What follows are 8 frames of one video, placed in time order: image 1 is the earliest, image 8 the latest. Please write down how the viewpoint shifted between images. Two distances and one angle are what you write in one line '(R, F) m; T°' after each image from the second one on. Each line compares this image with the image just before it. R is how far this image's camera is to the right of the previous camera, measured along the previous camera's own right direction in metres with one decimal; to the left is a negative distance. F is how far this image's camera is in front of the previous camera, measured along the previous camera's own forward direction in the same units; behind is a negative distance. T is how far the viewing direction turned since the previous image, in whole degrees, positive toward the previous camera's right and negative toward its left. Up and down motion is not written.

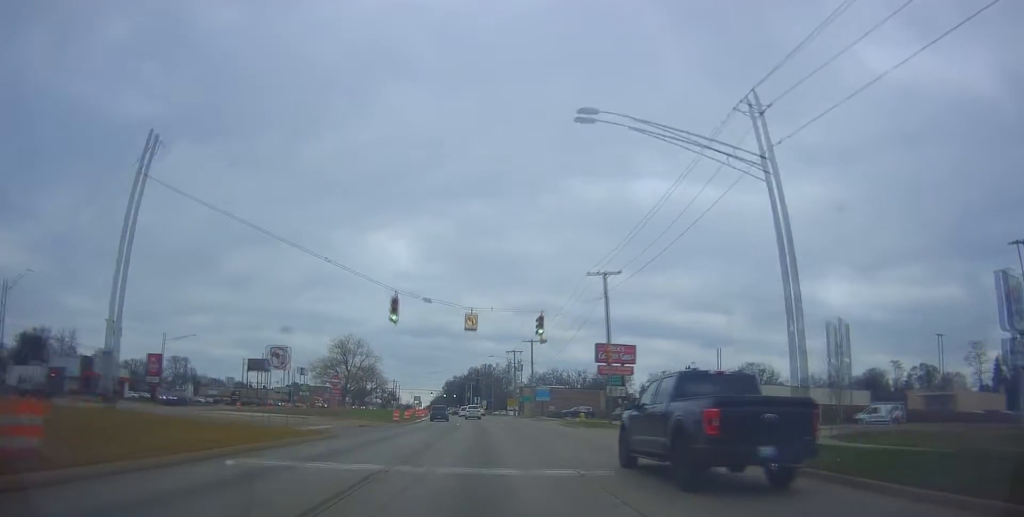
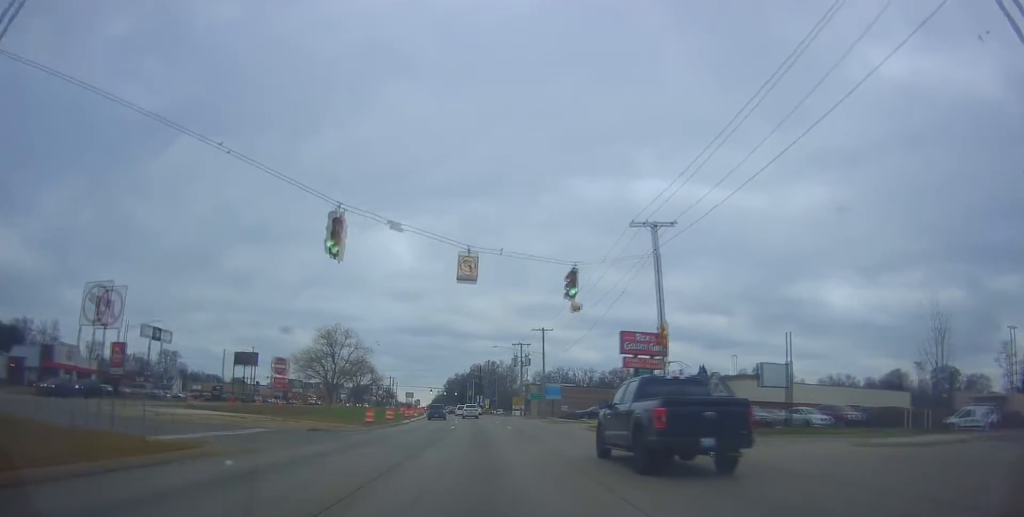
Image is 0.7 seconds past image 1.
(-0.1, +11.7) m; -2°
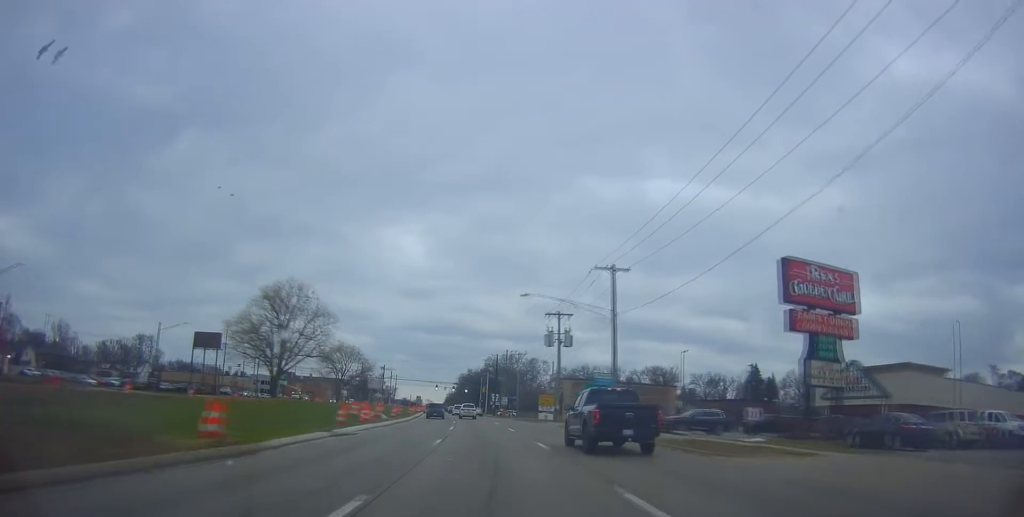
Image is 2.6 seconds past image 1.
(-0.9, +31.4) m; -1°
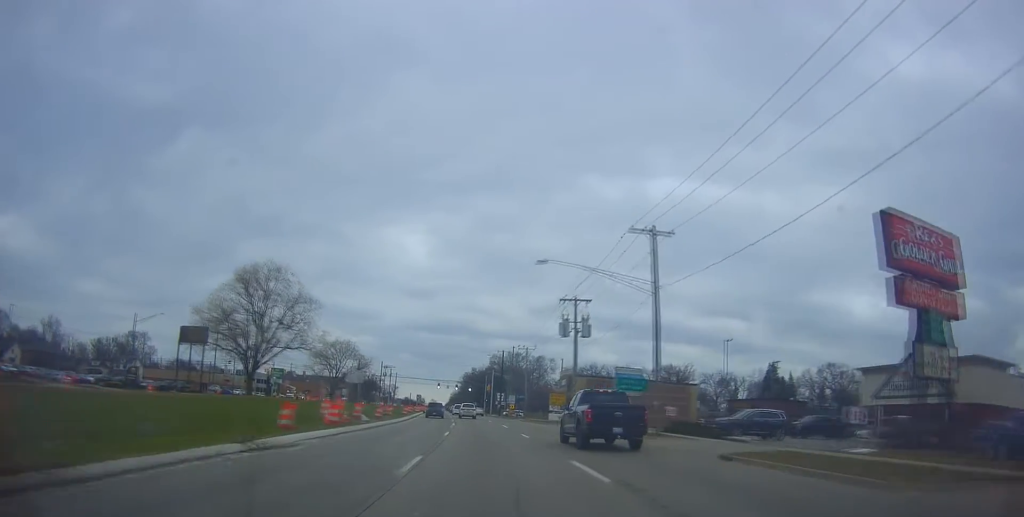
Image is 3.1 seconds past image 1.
(+0.4, +8.6) m; 0°
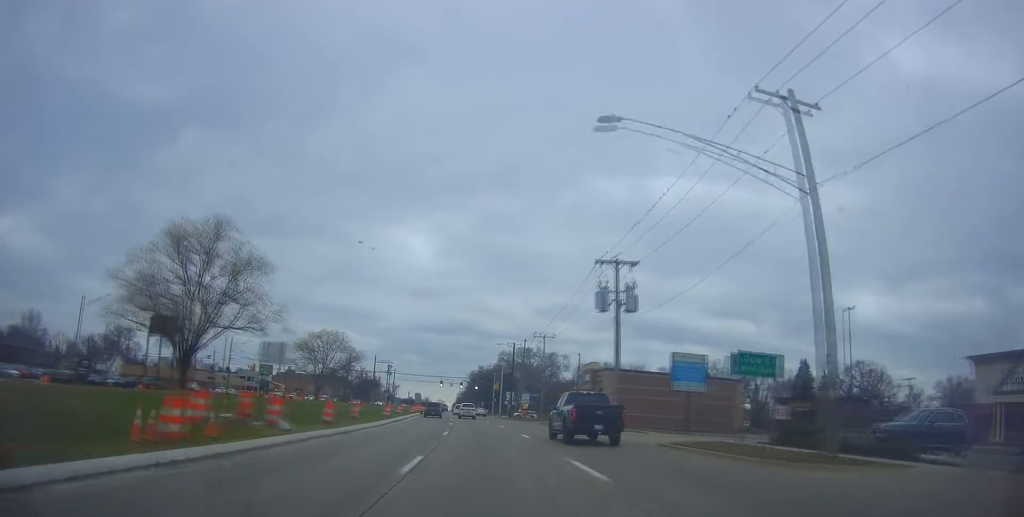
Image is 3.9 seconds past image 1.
(-0.3, +14.9) m; -2°
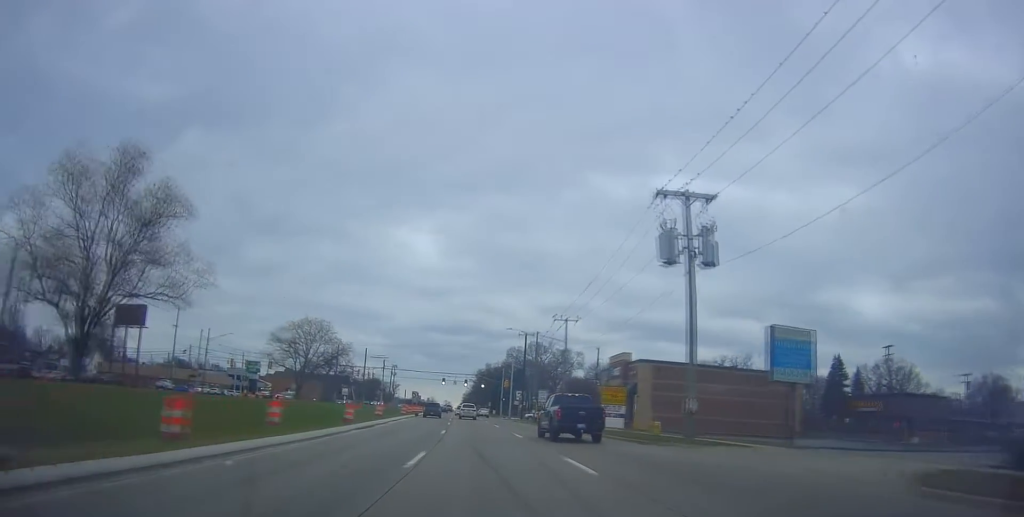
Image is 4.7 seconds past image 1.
(-0.3, +13.8) m; 0°
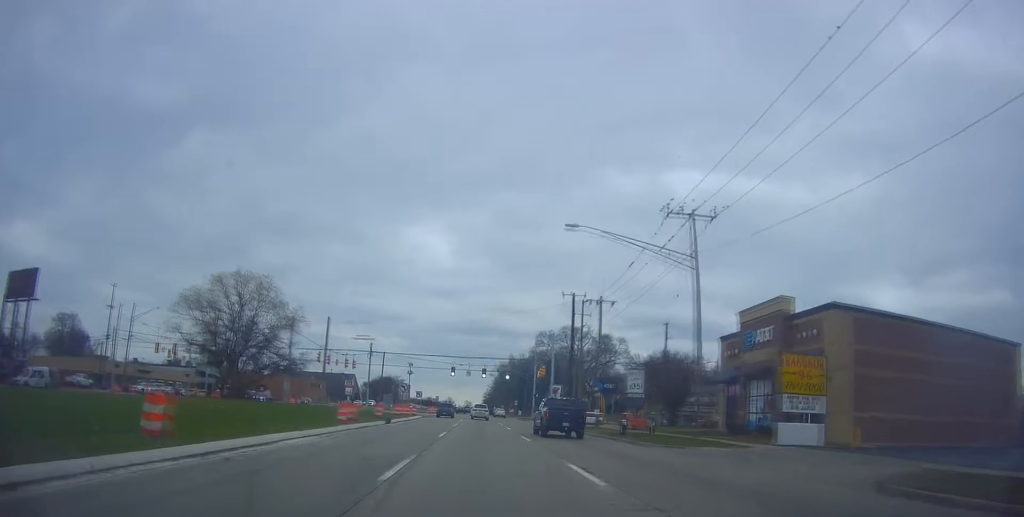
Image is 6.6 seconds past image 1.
(+0.6, +31.9) m; -2°
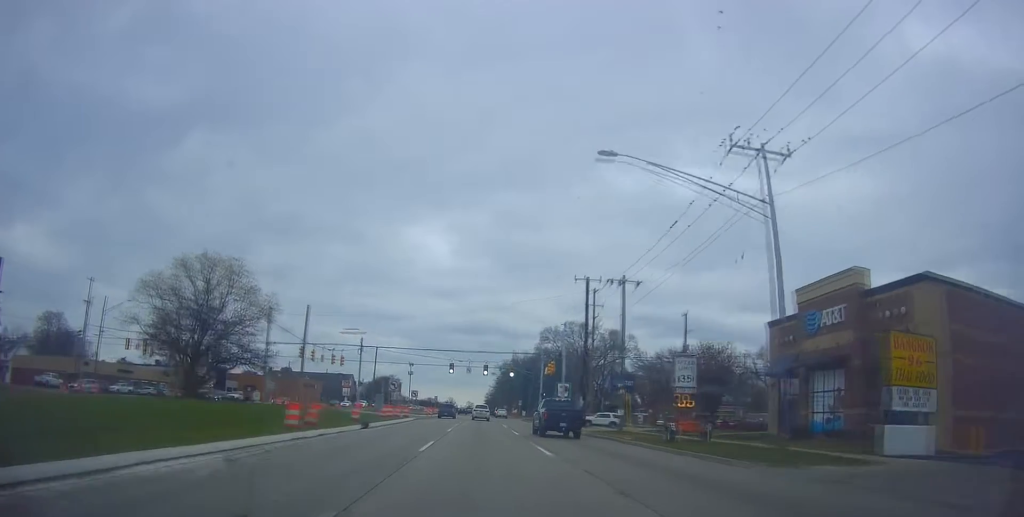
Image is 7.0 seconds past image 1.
(-0.6, +7.7) m; -1°
